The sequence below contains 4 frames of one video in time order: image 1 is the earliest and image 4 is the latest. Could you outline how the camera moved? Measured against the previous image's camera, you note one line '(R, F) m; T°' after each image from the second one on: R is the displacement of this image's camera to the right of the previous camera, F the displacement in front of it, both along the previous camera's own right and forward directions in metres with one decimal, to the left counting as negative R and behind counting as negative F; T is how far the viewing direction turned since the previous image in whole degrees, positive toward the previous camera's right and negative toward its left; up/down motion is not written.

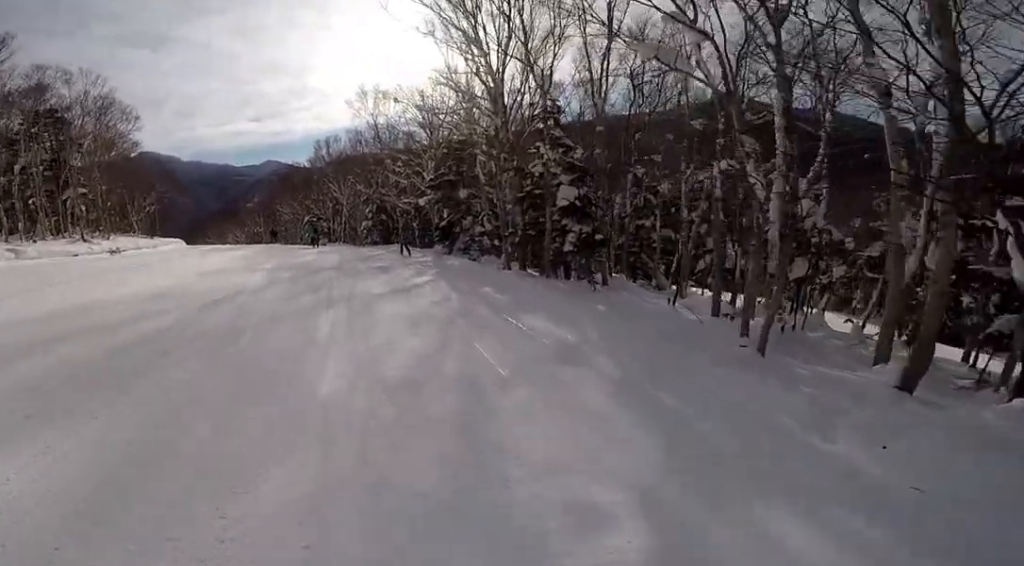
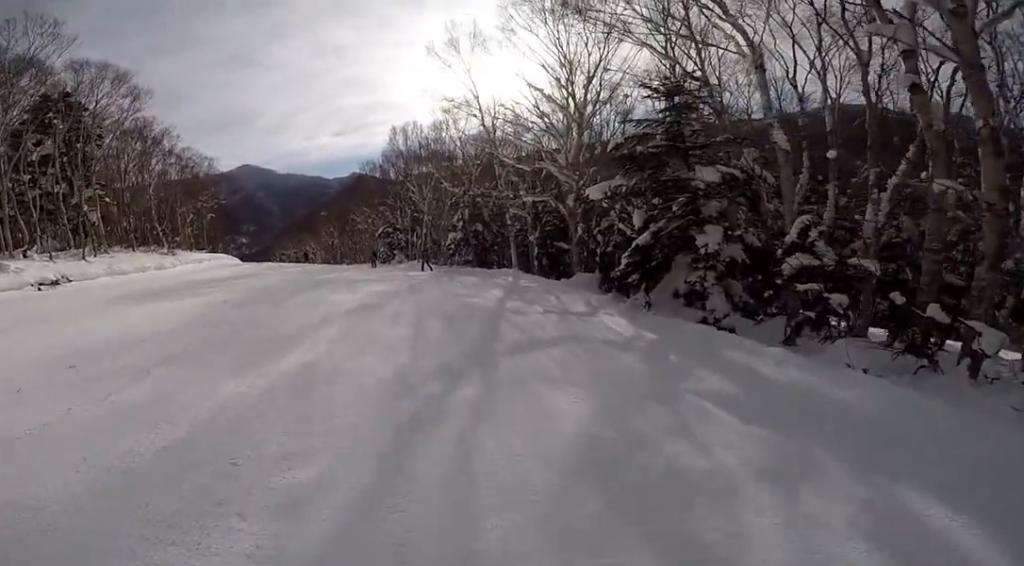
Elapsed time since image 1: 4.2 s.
(-1.8, +12.4) m; -9°
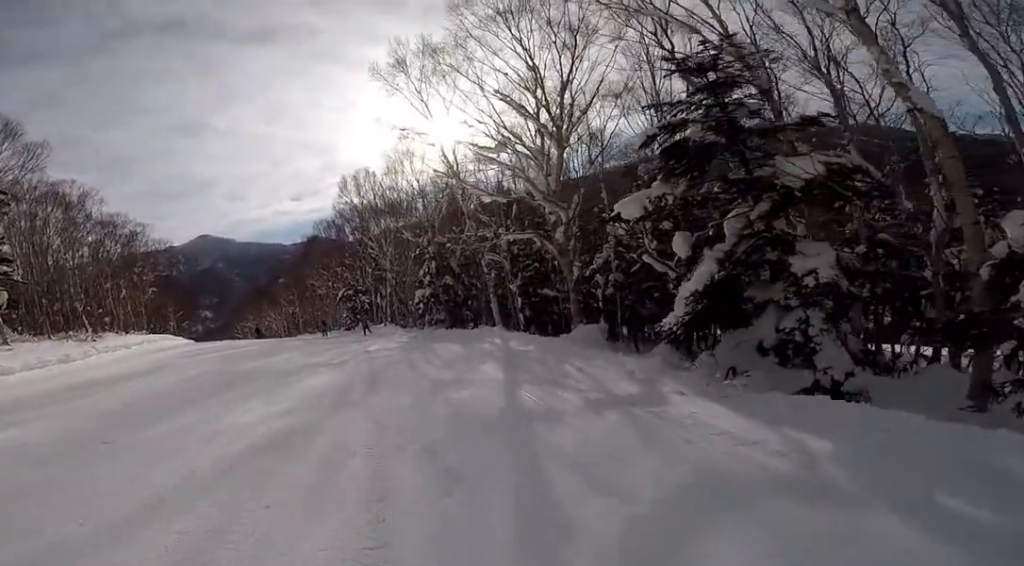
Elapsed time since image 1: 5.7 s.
(-0.6, +4.3) m; 0°
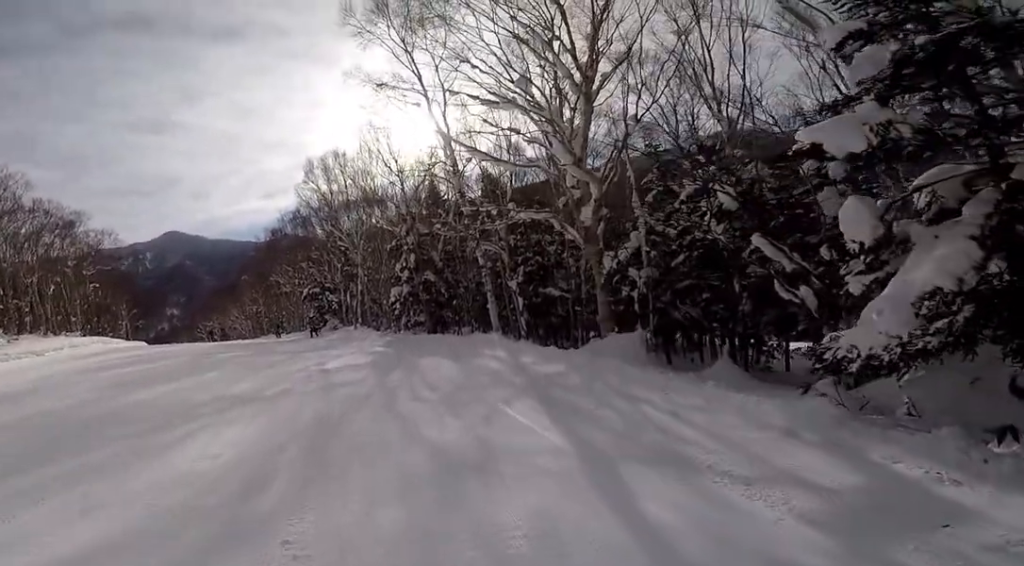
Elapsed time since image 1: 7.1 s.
(+0.2, +4.1) m; 0°
